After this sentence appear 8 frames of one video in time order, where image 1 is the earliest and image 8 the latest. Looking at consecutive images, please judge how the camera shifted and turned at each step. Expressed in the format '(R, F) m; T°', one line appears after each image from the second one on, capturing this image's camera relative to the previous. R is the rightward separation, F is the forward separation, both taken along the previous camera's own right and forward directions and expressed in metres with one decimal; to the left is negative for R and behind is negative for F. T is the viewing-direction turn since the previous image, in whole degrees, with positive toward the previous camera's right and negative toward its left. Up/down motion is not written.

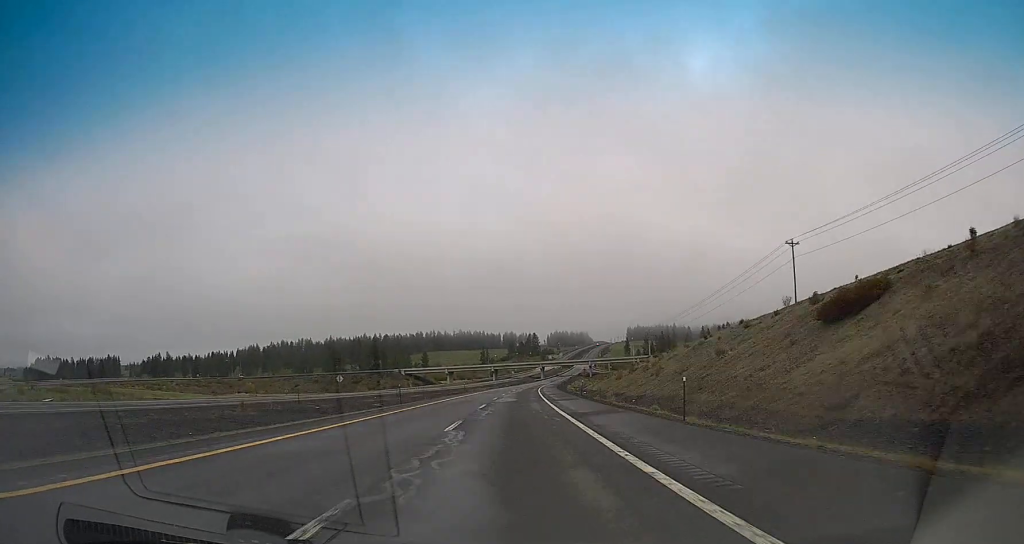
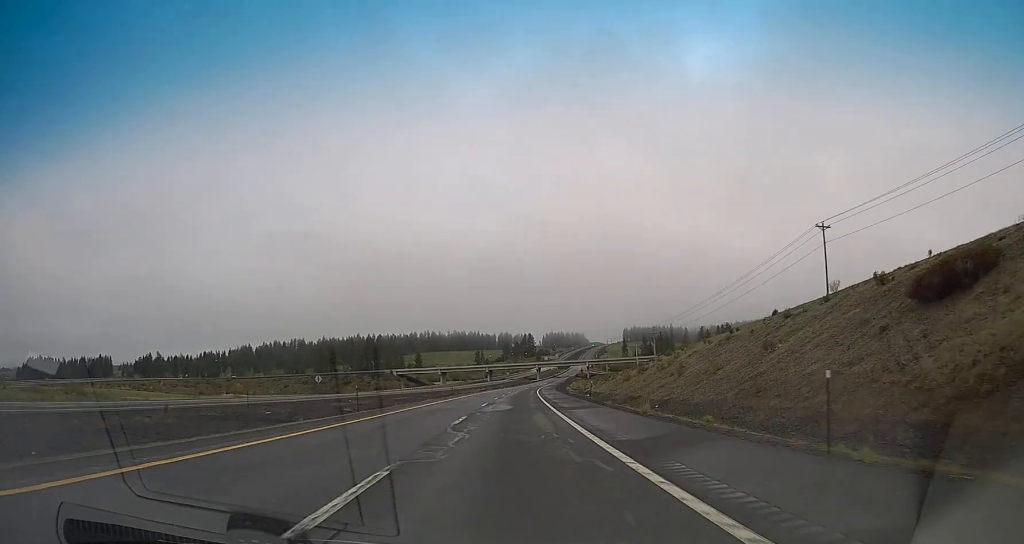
(+0.2, +11.7) m; 0°
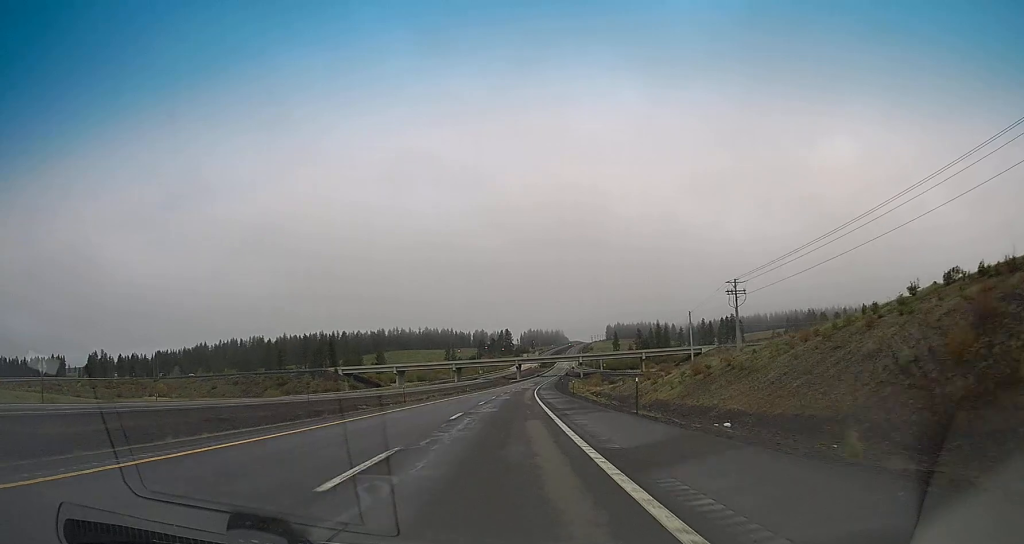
(+2.1, +73.2) m; +3°
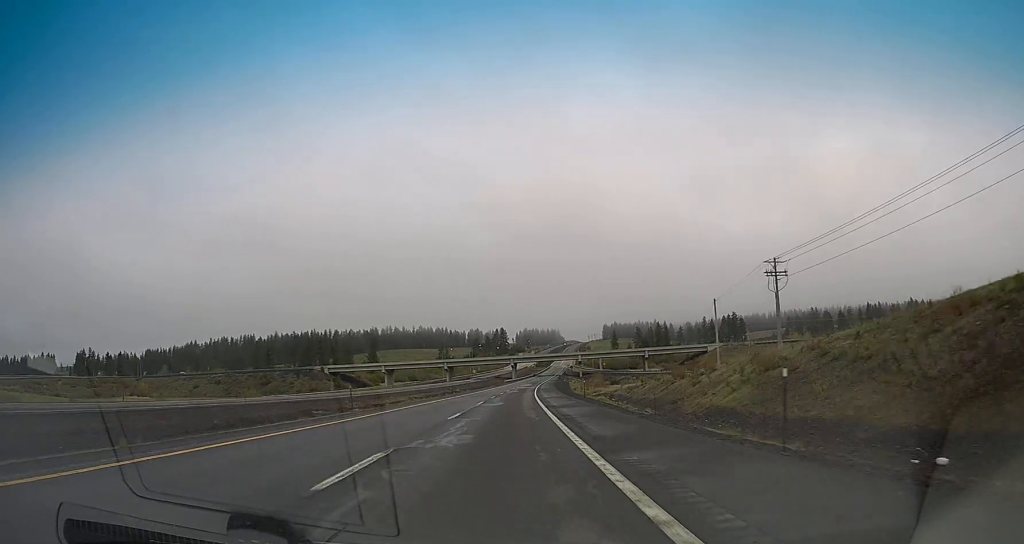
(-0.1, +15.6) m; 0°
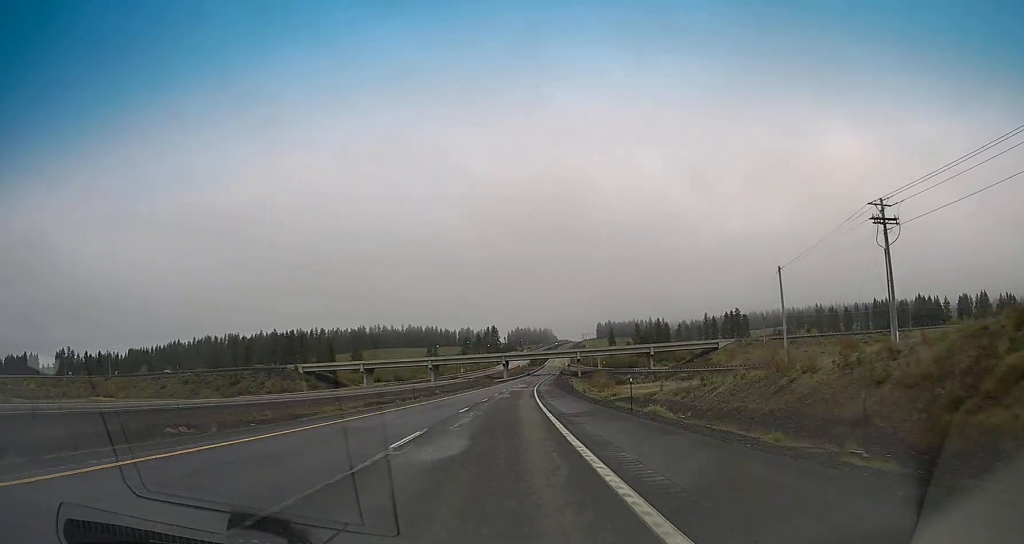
(+0.2, +25.4) m; +1°
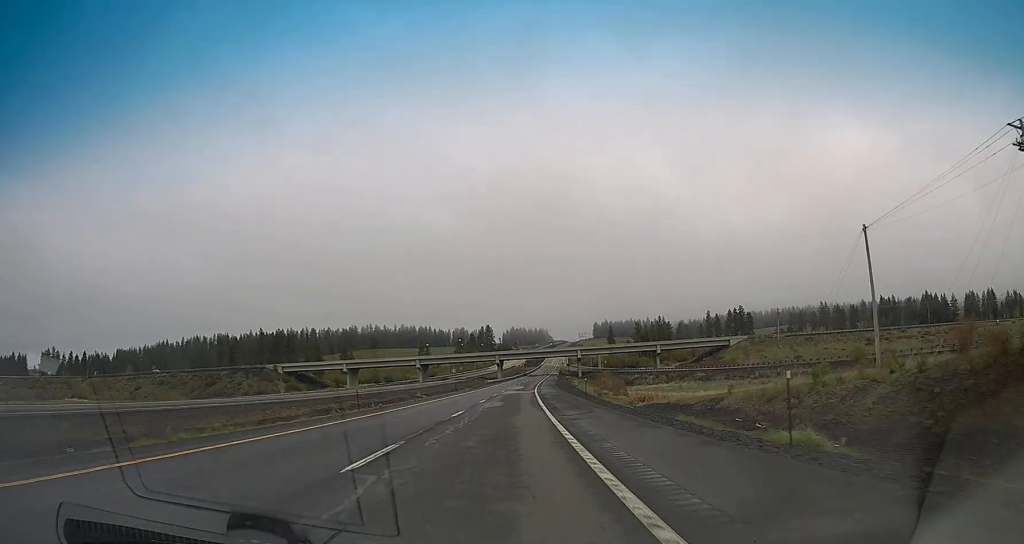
(+0.3, +18.5) m; +1°
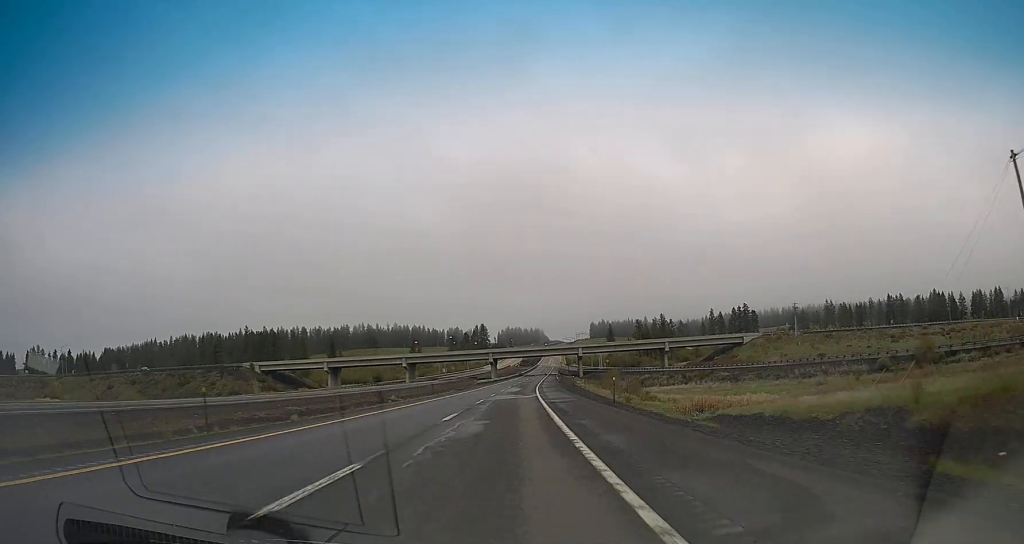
(-0.2, +18.6) m; 0°
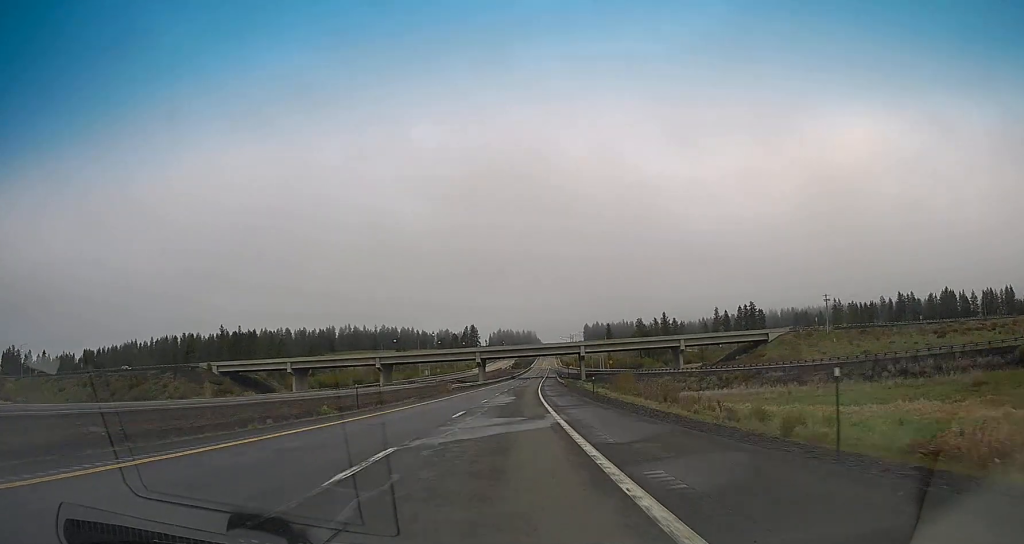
(+0.3, +28.3) m; +1°
